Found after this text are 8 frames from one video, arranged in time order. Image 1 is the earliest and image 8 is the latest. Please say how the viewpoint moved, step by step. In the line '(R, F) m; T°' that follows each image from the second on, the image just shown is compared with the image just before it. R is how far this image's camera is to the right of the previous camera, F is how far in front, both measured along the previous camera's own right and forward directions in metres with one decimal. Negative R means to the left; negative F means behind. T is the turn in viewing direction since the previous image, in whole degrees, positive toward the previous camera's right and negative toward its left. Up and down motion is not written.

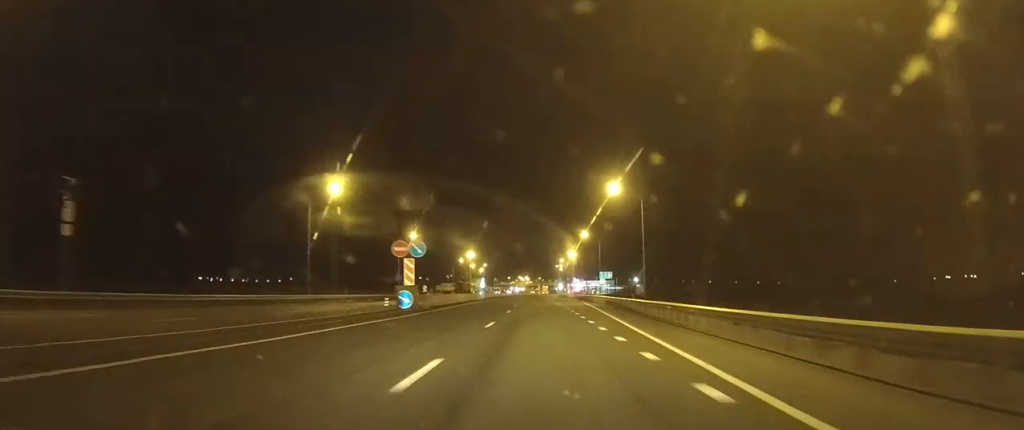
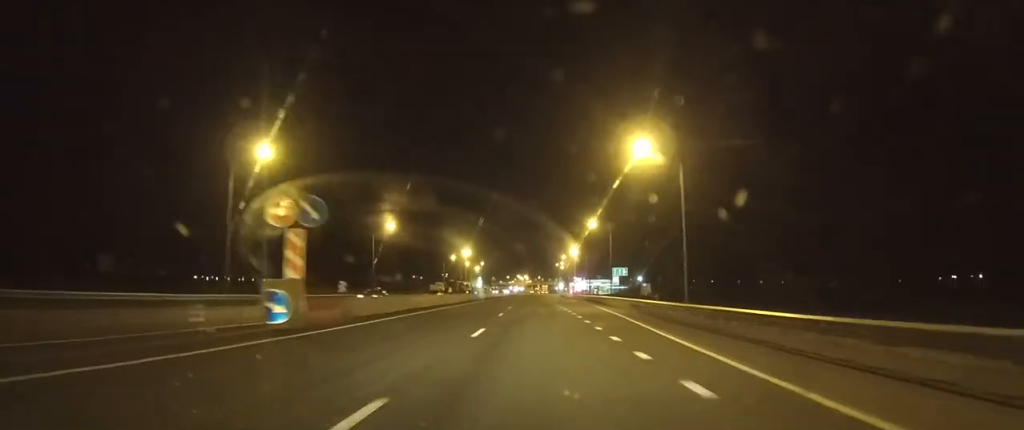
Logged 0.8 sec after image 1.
(0.0, +15.8) m; 0°
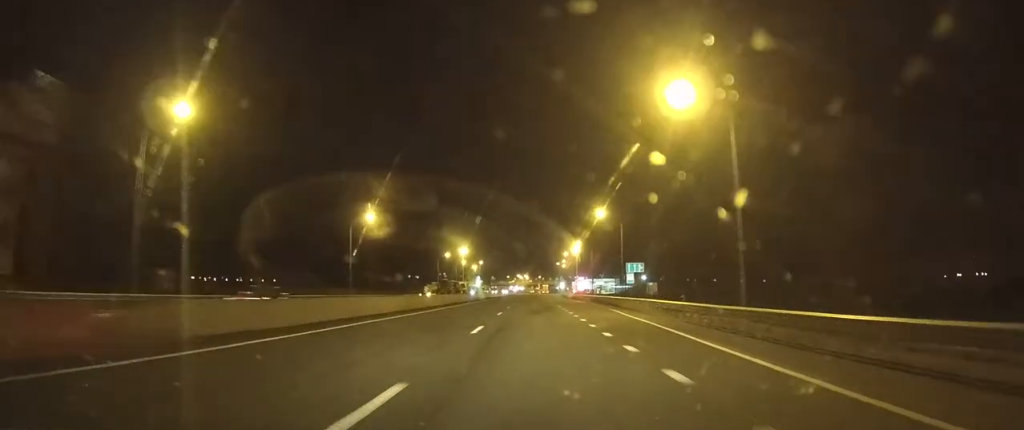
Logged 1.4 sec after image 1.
(0.0, +11.1) m; 0°
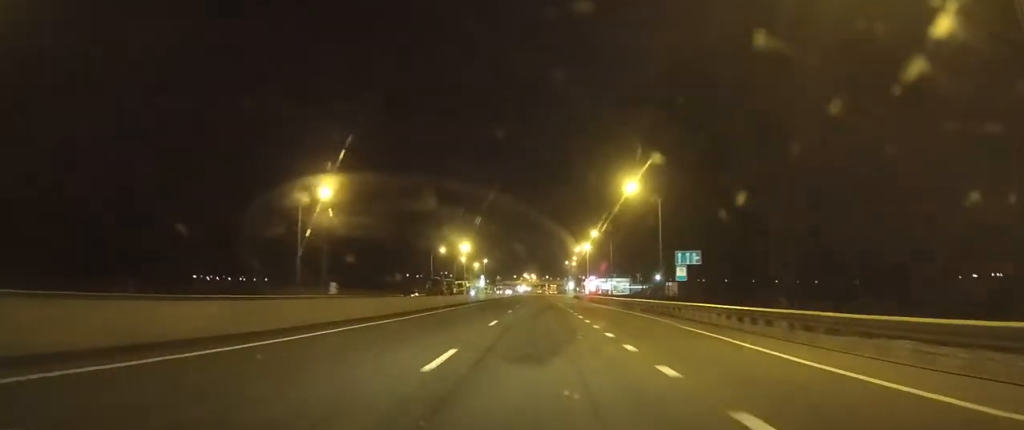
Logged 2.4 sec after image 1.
(+0.1, +19.5) m; 0°
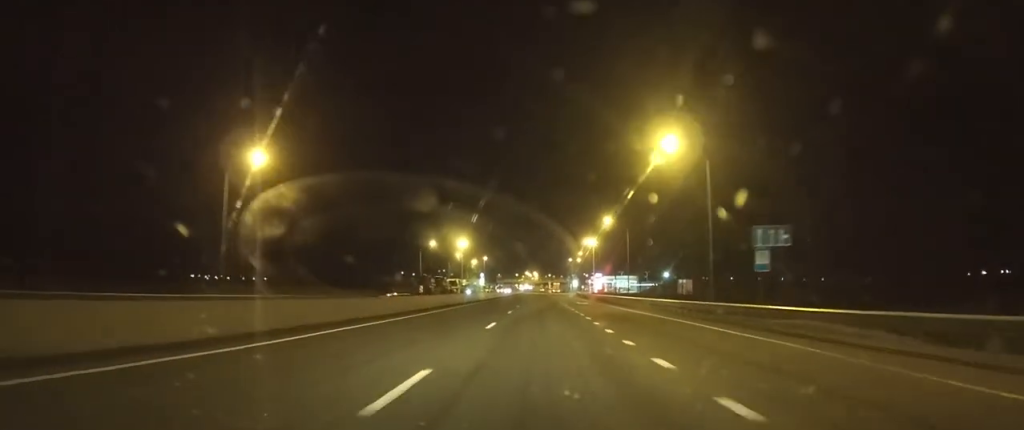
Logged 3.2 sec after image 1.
(0.0, +15.4) m; 0°
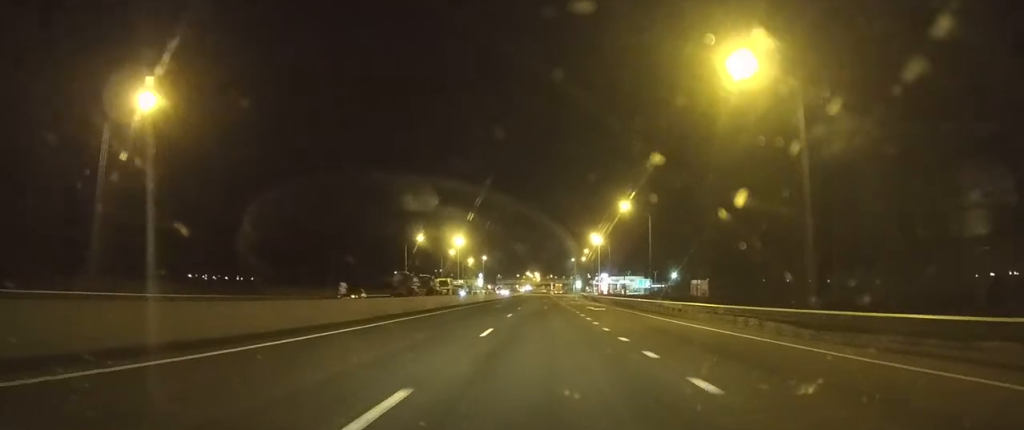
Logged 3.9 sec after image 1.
(0.0, +14.6) m; 0°
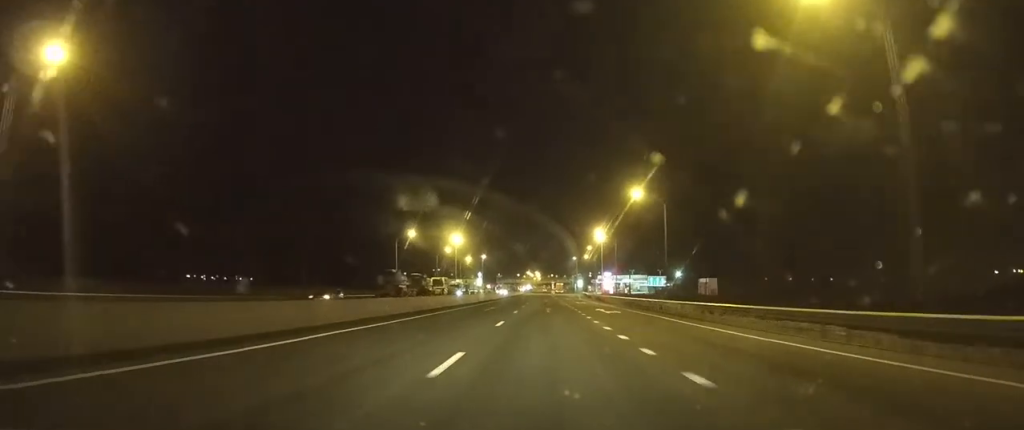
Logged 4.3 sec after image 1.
(0.0, +7.6) m; 0°
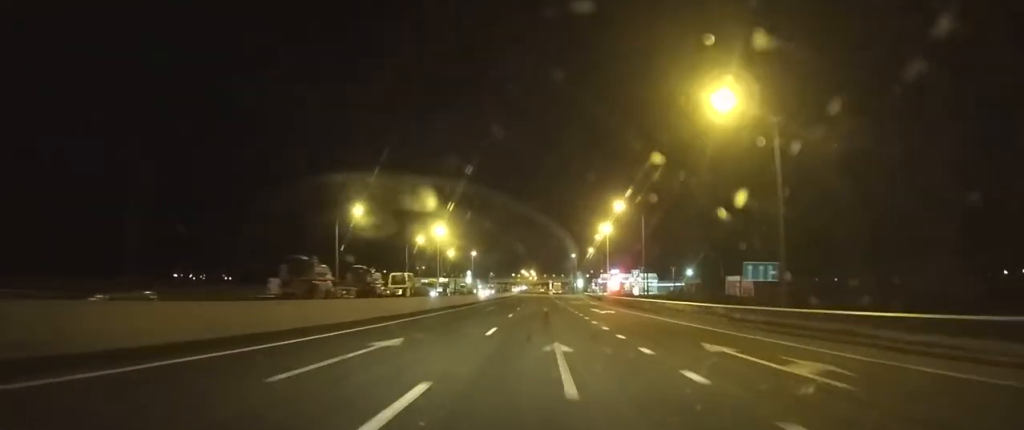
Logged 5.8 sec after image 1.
(-0.2, +27.9) m; 0°
